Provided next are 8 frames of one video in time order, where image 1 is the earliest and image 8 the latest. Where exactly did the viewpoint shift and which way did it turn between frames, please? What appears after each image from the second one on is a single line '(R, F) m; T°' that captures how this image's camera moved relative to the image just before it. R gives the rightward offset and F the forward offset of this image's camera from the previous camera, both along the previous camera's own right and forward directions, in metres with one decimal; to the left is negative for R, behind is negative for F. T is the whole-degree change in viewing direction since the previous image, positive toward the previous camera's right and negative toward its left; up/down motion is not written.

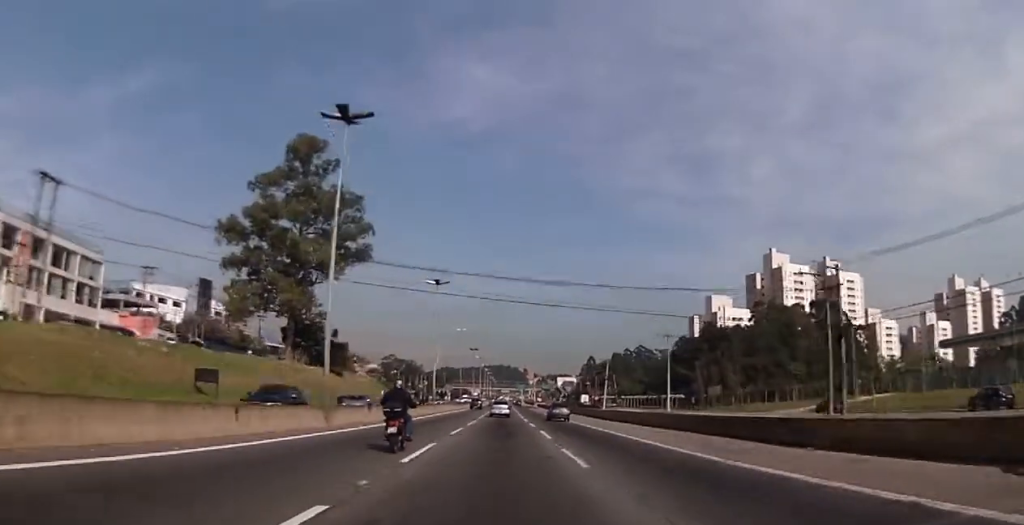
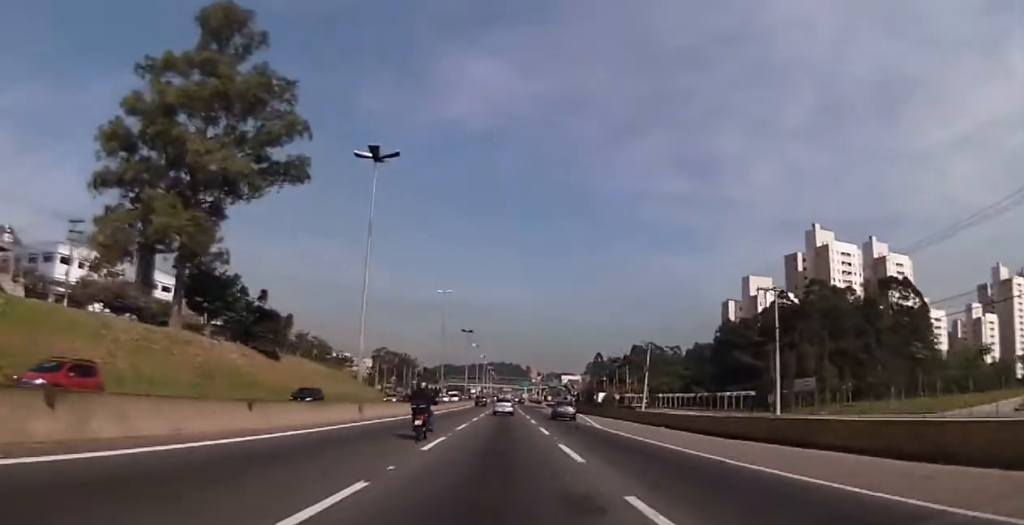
(+0.2, +34.5) m; 0°
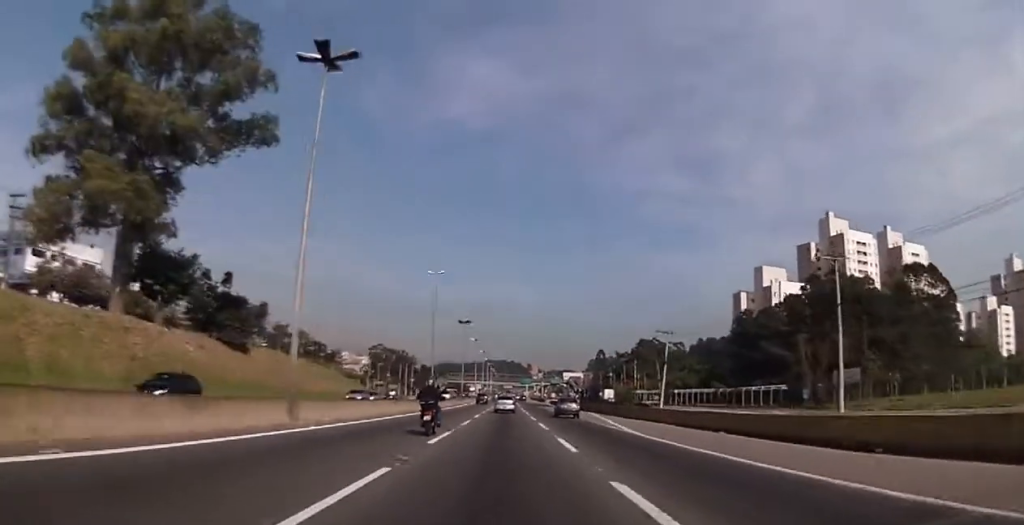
(-0.2, +10.3) m; 0°
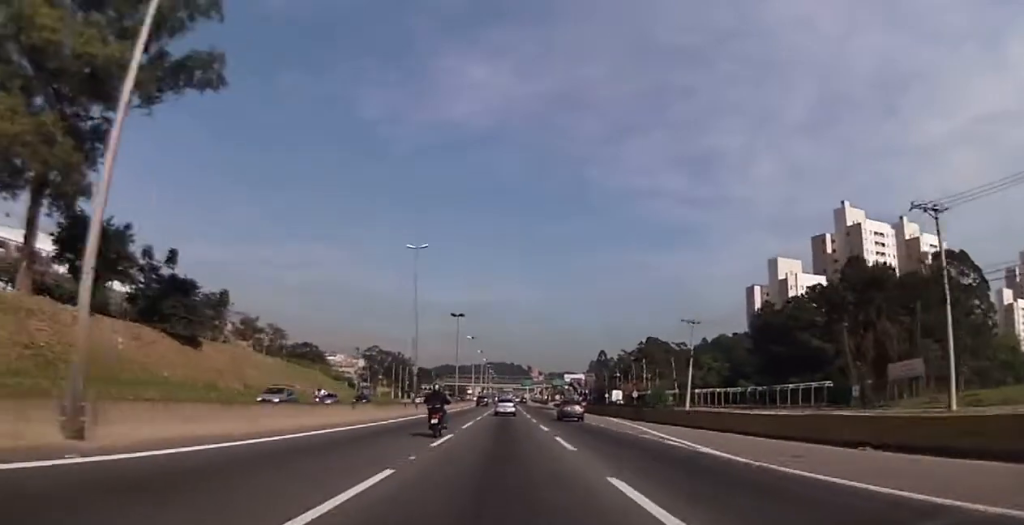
(0.0, +11.8) m; 0°
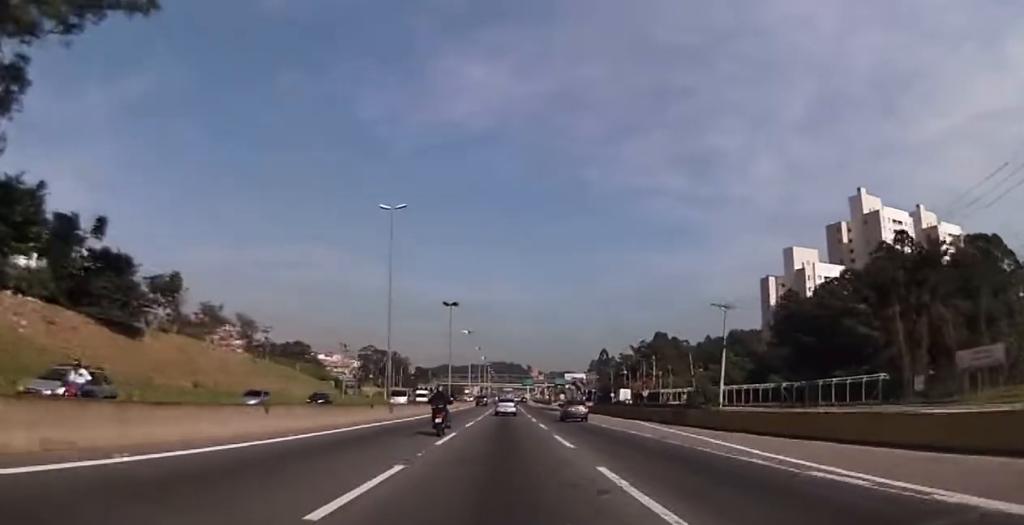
(+0.4, +11.2) m; 0°
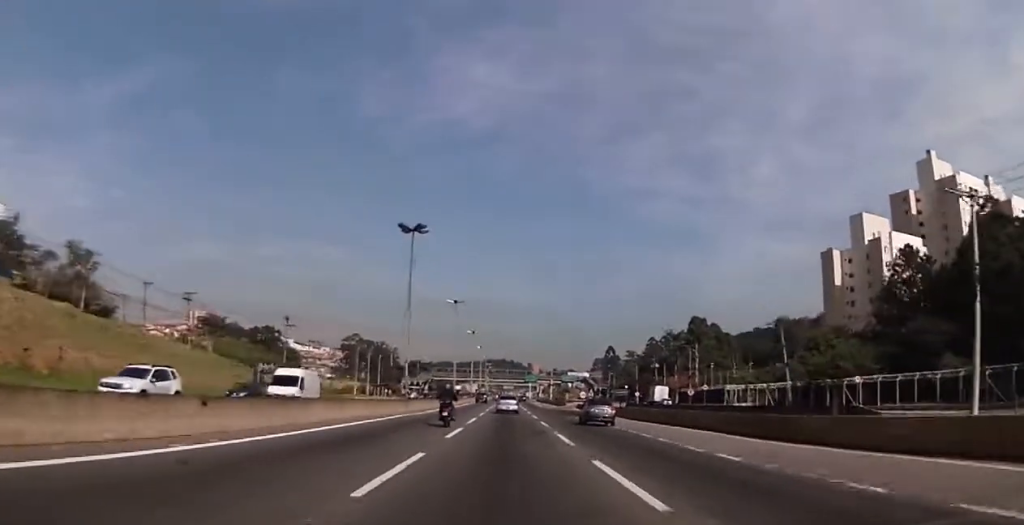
(-0.6, +35.7) m; -1°
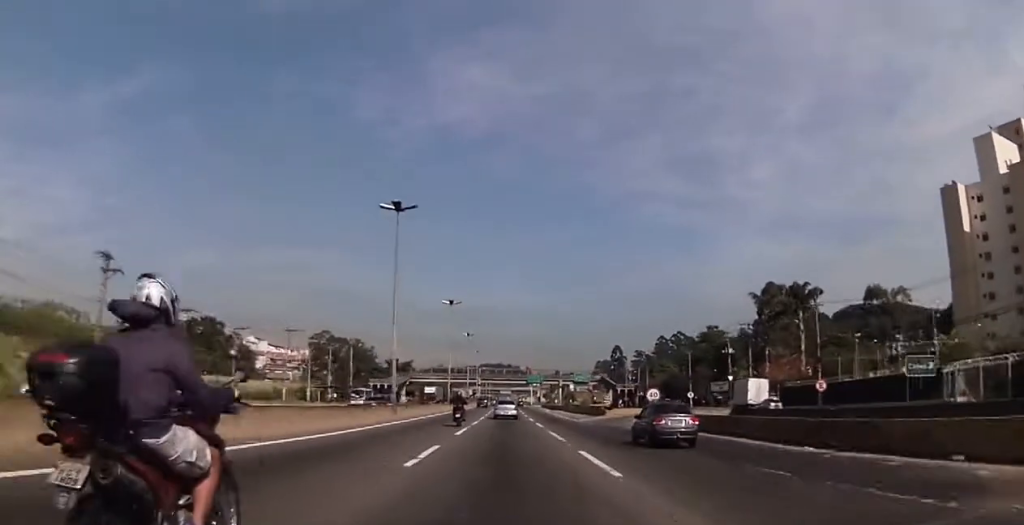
(+0.7, +48.3) m; +1°
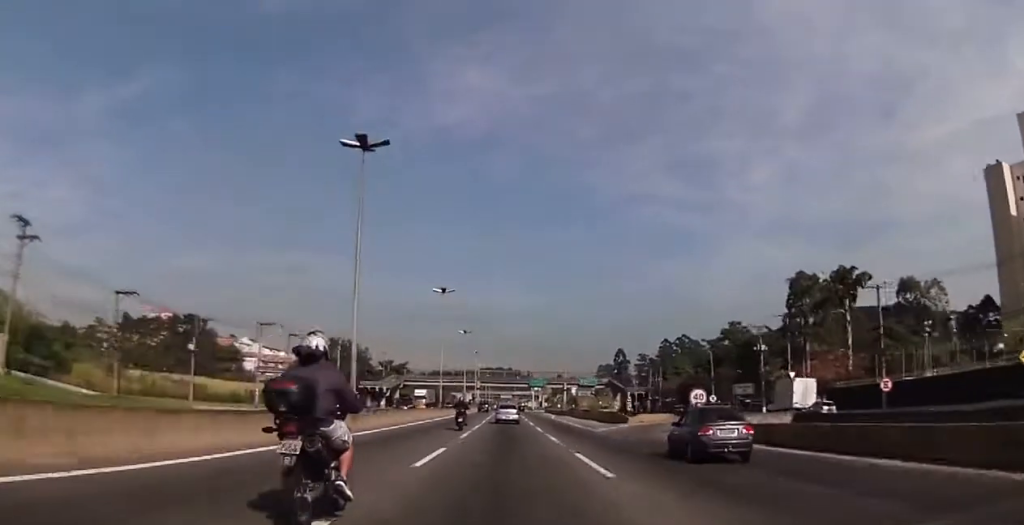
(0.0, +12.4) m; 0°
